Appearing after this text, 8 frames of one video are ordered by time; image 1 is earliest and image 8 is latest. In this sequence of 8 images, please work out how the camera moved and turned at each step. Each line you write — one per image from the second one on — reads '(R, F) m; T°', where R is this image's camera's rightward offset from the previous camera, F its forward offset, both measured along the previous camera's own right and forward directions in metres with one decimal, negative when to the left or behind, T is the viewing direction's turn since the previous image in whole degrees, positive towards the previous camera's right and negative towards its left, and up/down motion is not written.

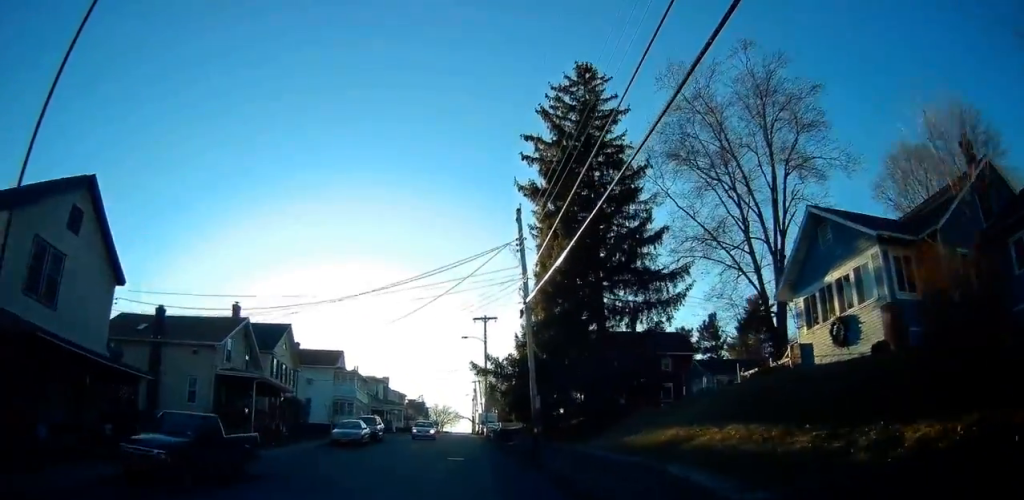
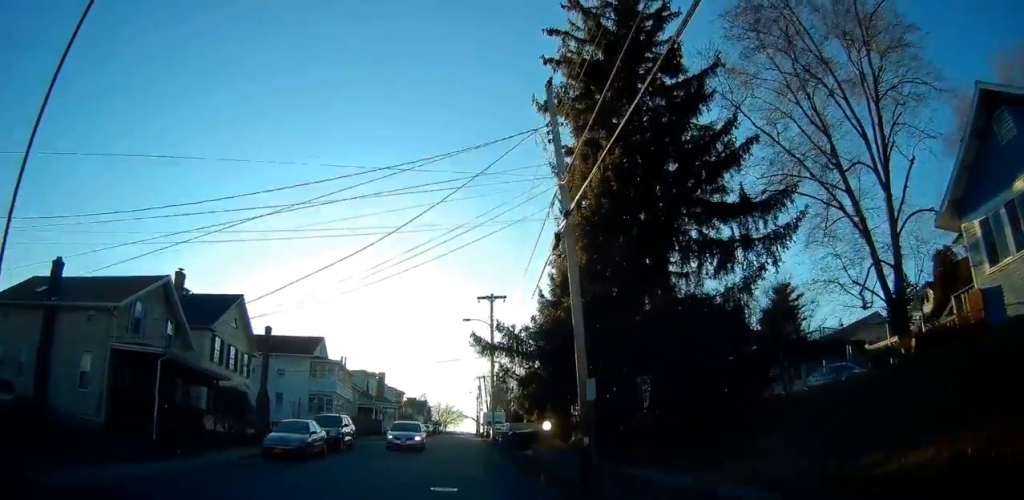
(+0.2, +10.6) m; +1°
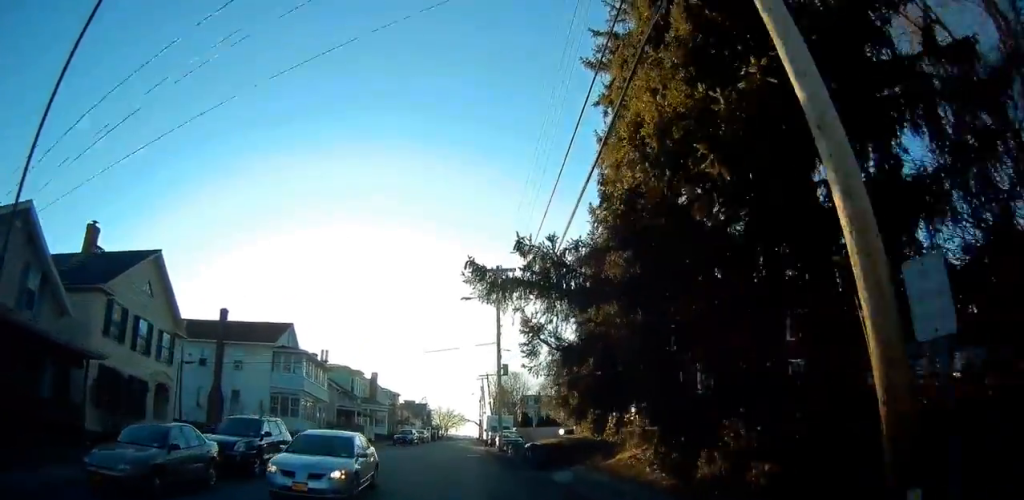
(-0.1, +10.6) m; -2°
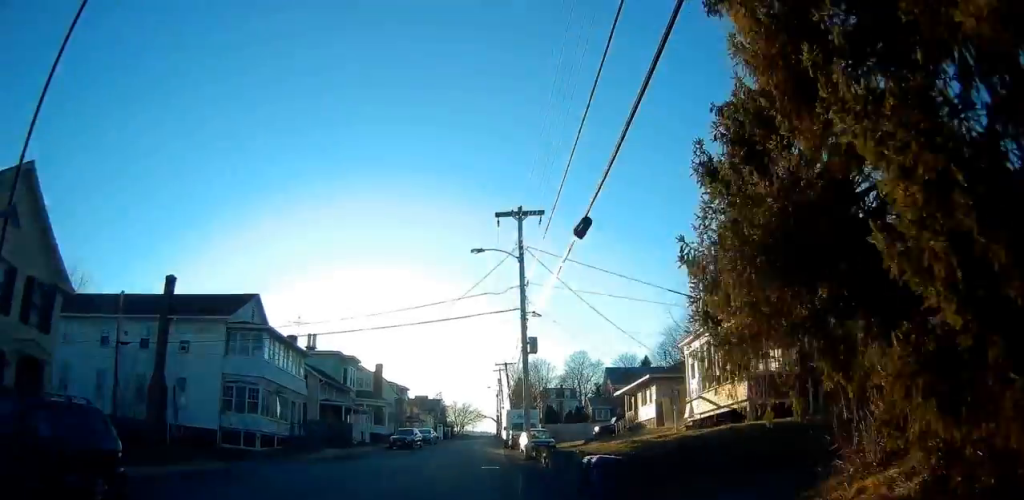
(-0.2, +9.9) m; -1°
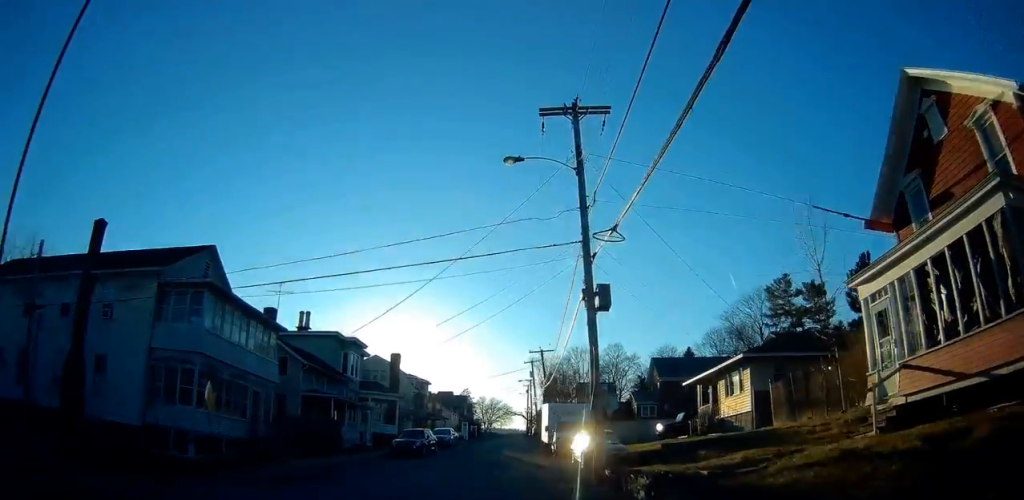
(0.0, +9.3) m; -2°
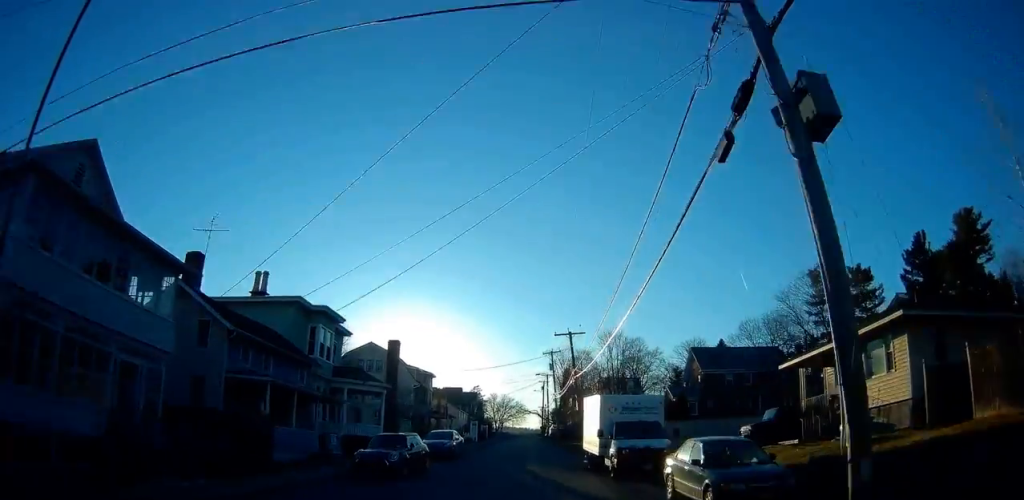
(-0.3, +10.6) m; 0°
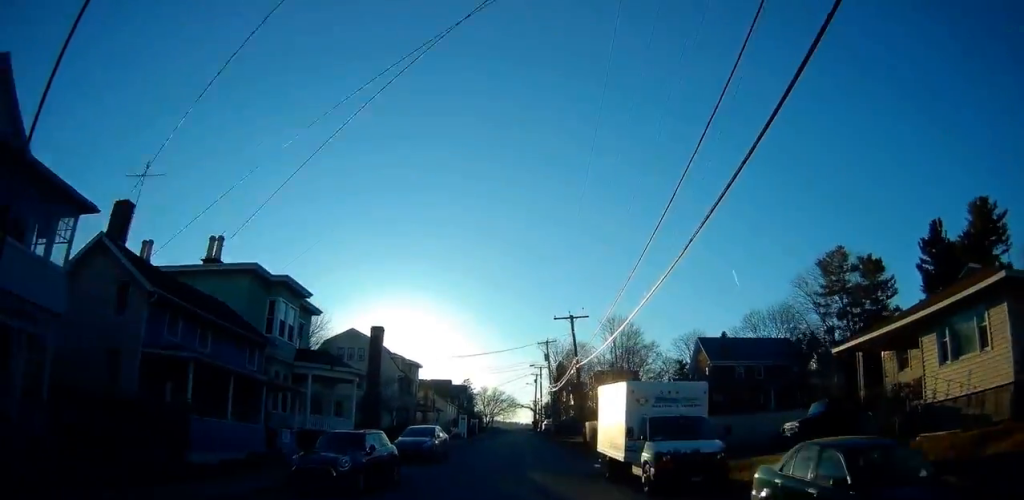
(0.0, +5.0) m; +1°
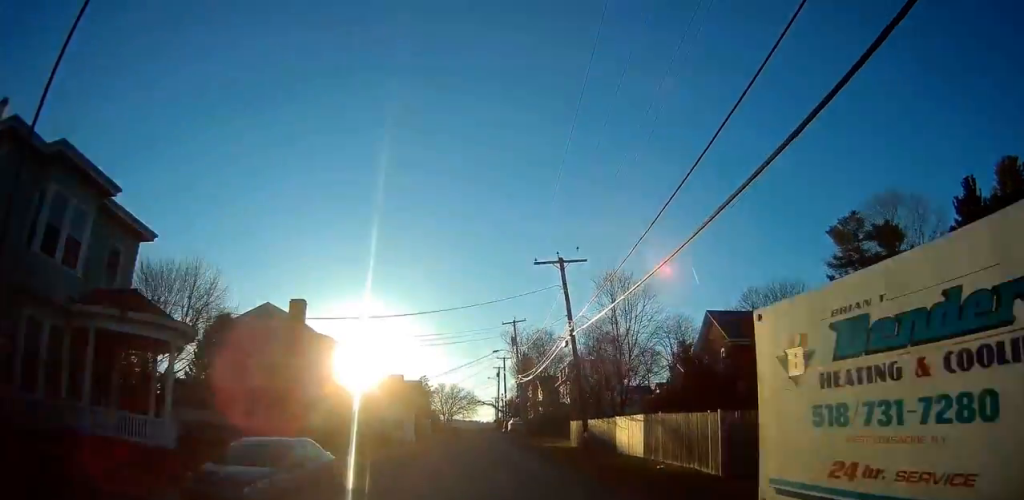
(+0.5, +14.1) m; +2°
